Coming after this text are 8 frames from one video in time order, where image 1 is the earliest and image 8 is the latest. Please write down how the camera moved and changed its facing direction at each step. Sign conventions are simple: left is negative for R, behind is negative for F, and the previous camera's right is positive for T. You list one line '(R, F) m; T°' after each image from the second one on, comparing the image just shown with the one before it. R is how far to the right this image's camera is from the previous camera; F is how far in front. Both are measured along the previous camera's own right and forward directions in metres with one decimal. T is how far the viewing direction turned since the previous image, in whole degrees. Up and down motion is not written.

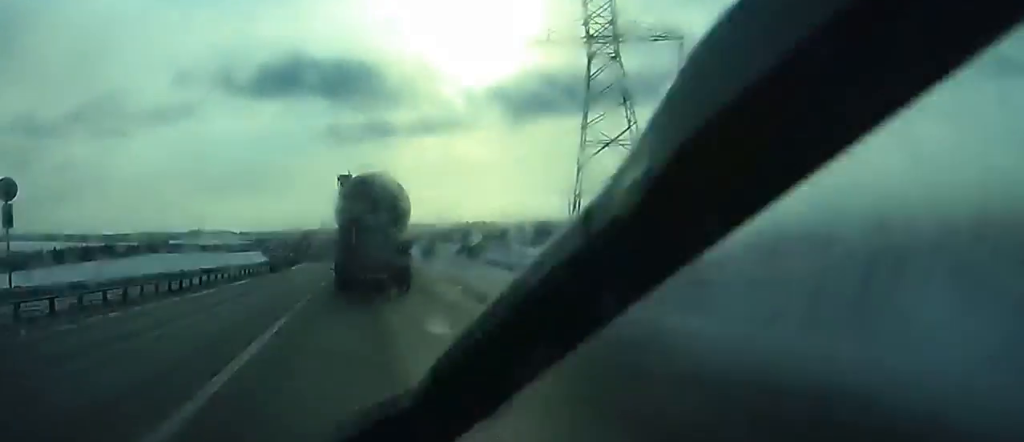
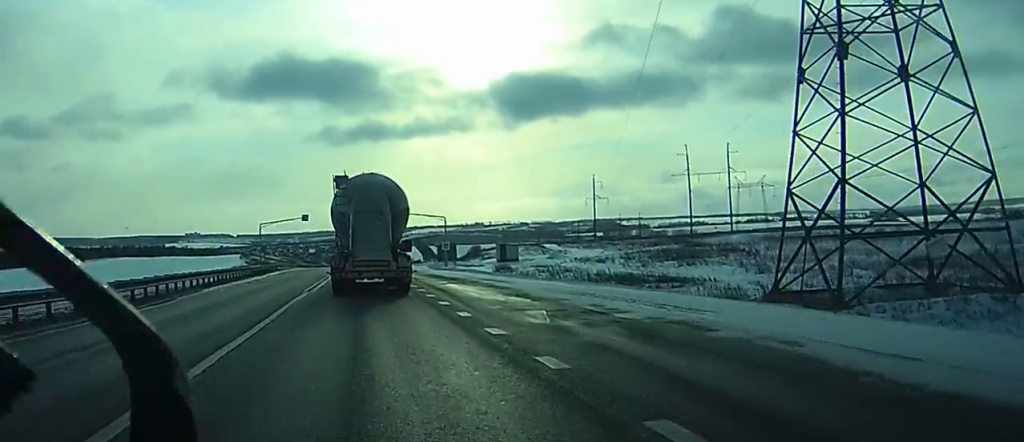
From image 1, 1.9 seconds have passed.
(+0.4, +41.8) m; +1°
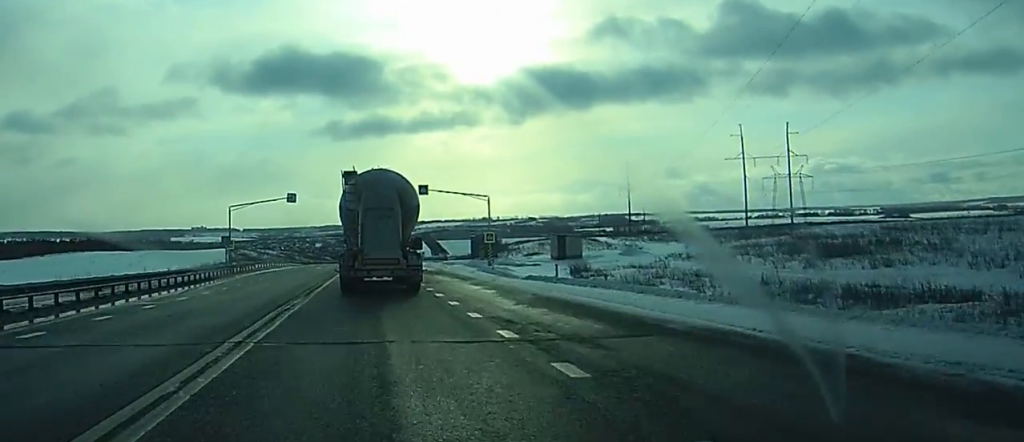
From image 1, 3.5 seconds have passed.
(0.0, +32.9) m; 0°
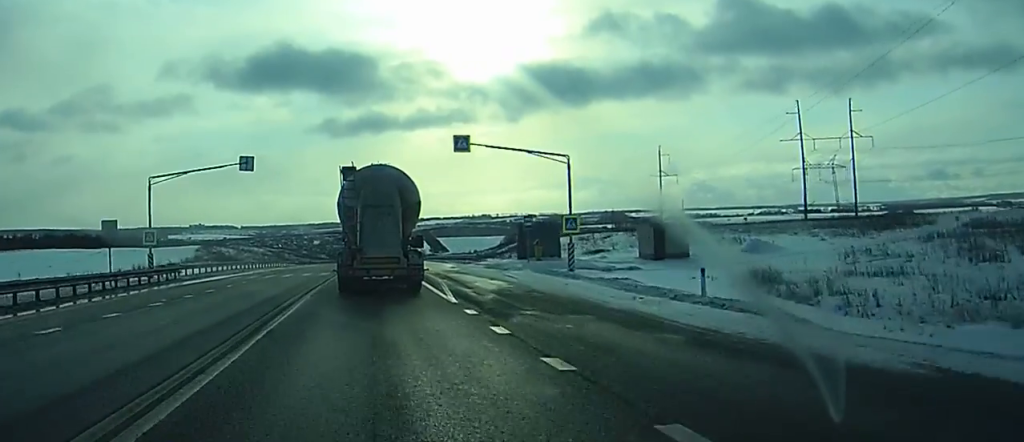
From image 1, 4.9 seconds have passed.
(0.0, +31.5) m; 0°
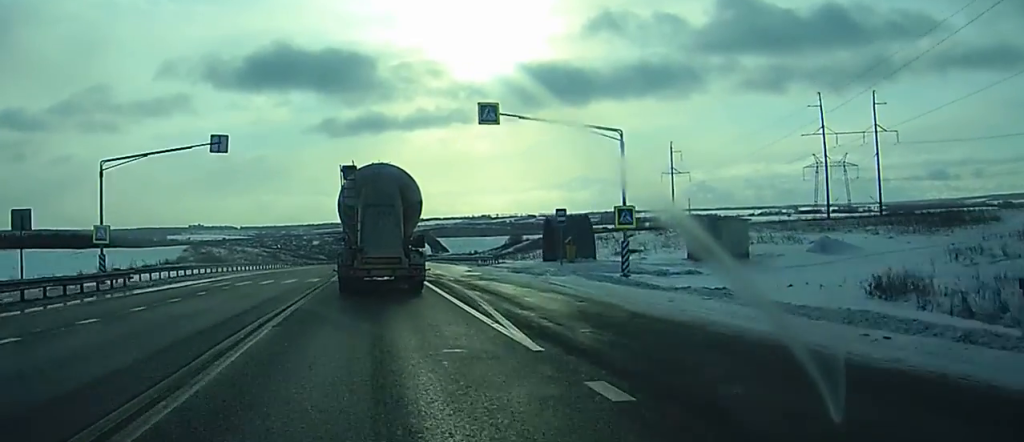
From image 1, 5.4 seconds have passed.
(+0.1, +10.0) m; 0°
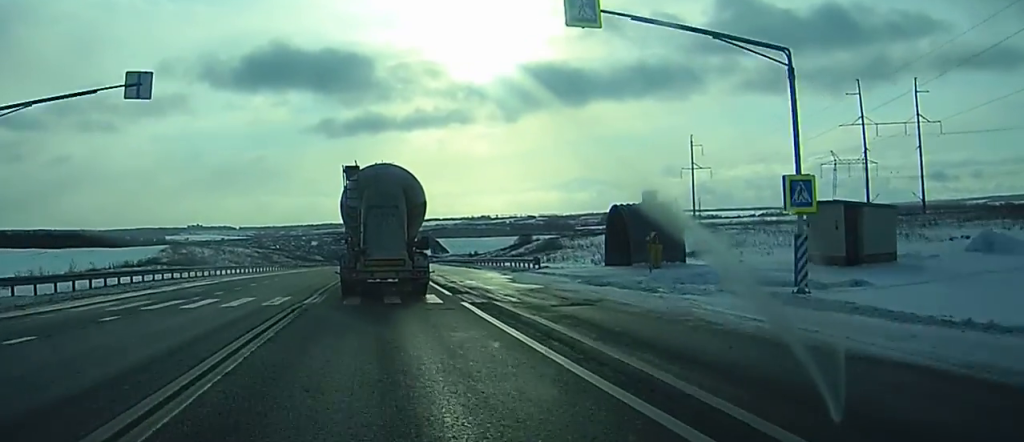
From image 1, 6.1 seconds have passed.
(0.0, +15.7) m; 0°
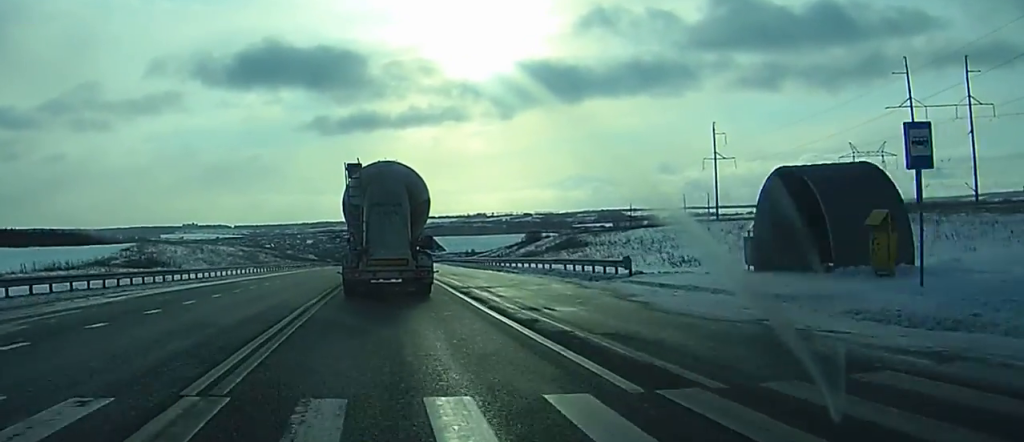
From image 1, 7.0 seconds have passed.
(0.0, +17.8) m; 0°
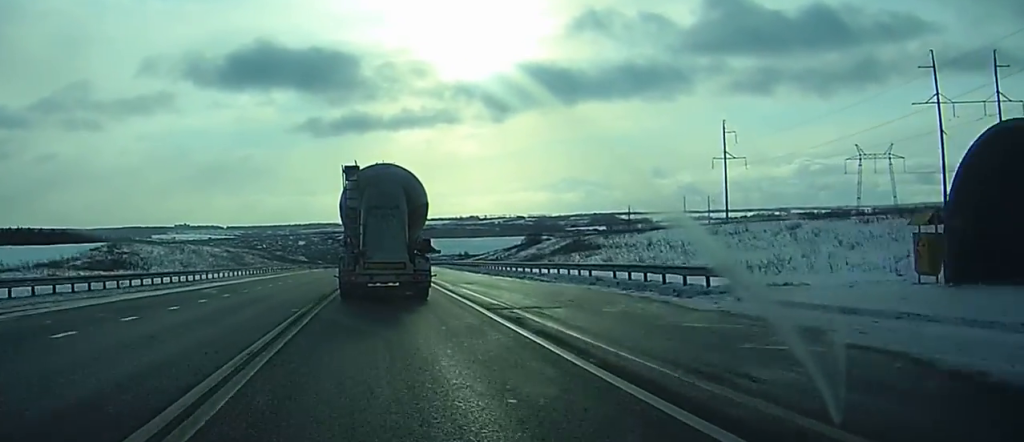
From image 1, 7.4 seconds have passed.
(0.0, +9.9) m; 0°
